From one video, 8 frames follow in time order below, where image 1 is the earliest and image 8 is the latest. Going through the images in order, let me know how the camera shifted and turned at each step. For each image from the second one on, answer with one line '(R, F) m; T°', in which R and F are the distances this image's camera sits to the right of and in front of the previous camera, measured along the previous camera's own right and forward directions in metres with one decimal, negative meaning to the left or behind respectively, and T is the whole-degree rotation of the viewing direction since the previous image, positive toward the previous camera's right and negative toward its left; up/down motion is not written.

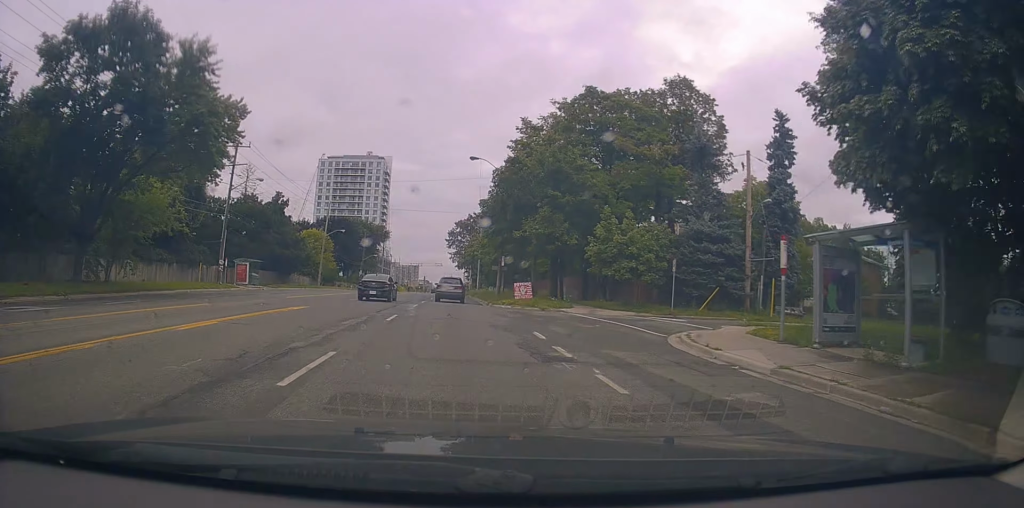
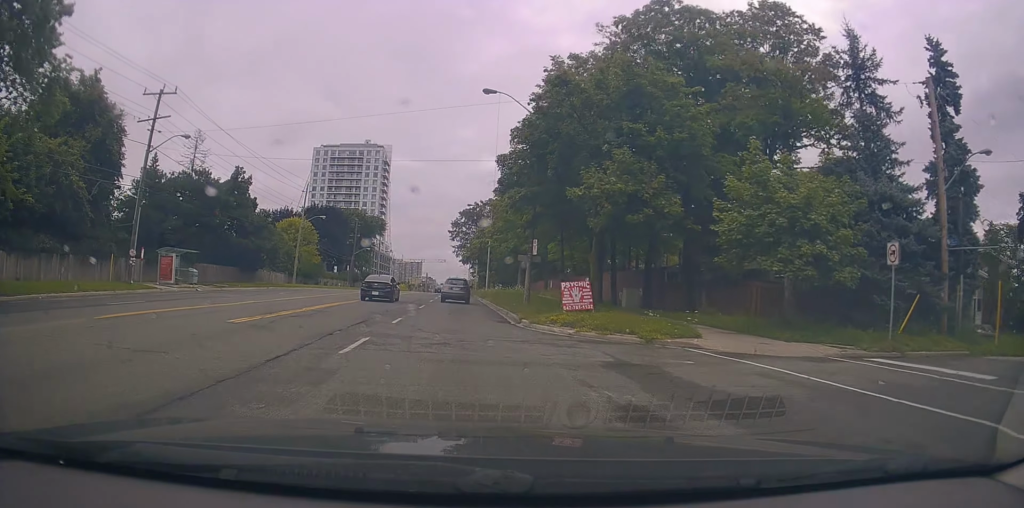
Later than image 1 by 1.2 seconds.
(-0.1, +15.2) m; -1°
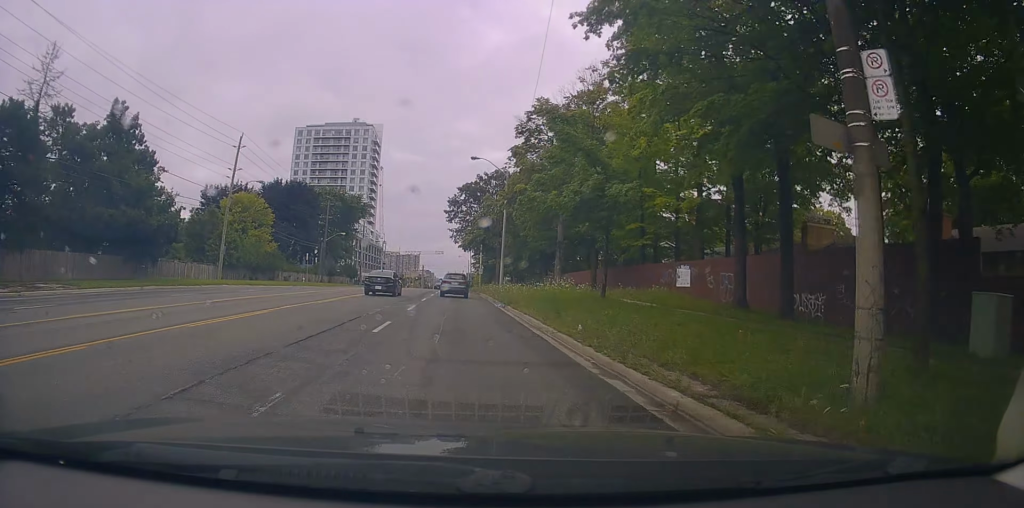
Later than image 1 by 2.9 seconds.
(0.0, +23.5) m; 0°
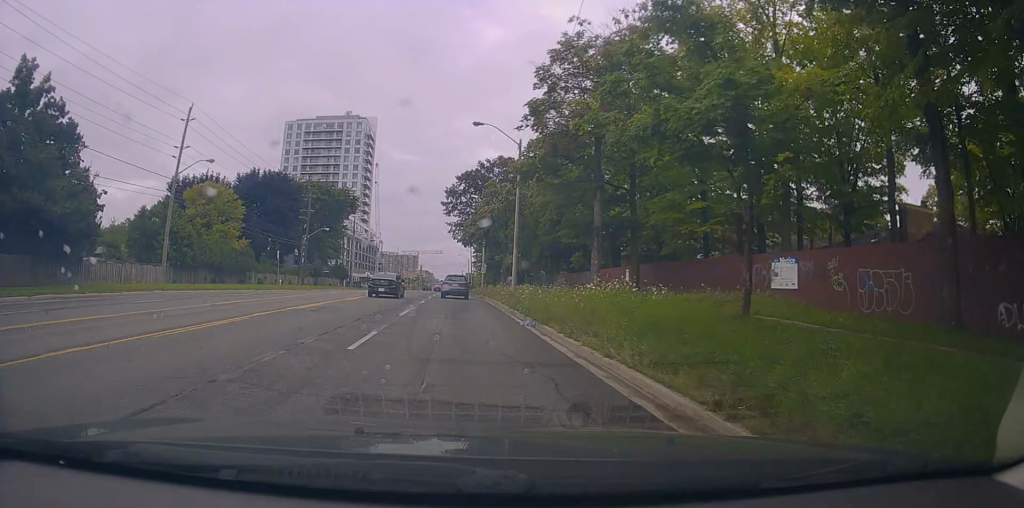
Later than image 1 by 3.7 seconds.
(0.0, +12.1) m; -1°
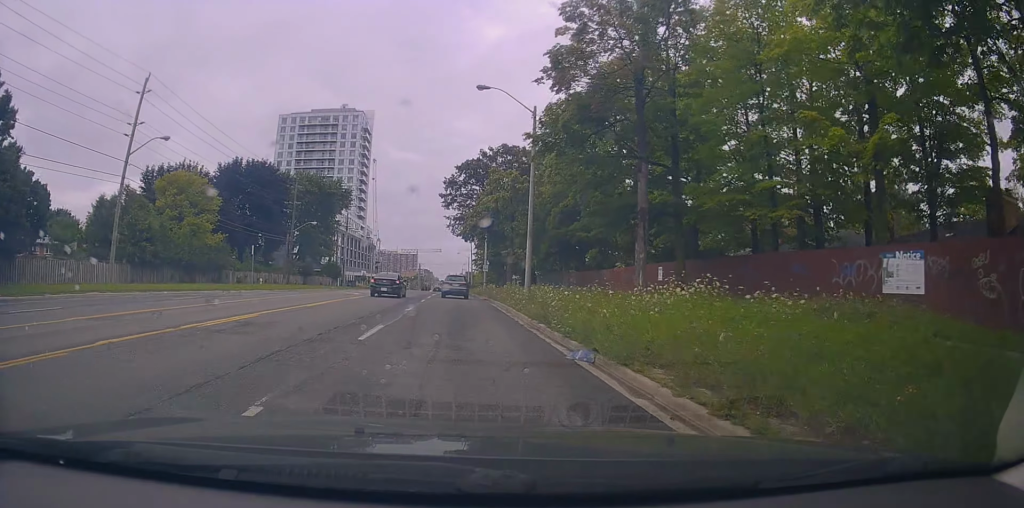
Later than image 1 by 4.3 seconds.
(-0.1, +7.7) m; -1°
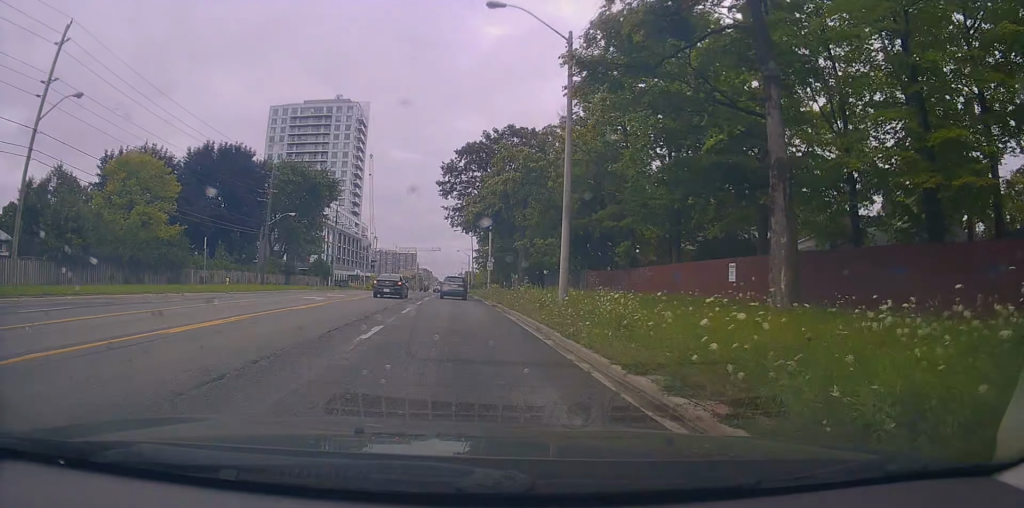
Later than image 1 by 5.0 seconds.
(-0.1, +10.4) m; 0°
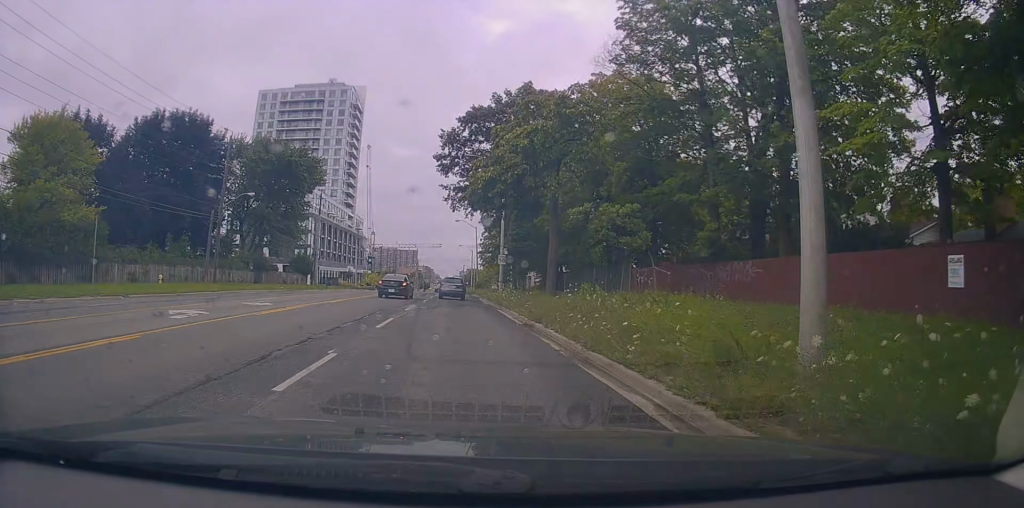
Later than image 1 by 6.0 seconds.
(+0.2, +14.4) m; +1°
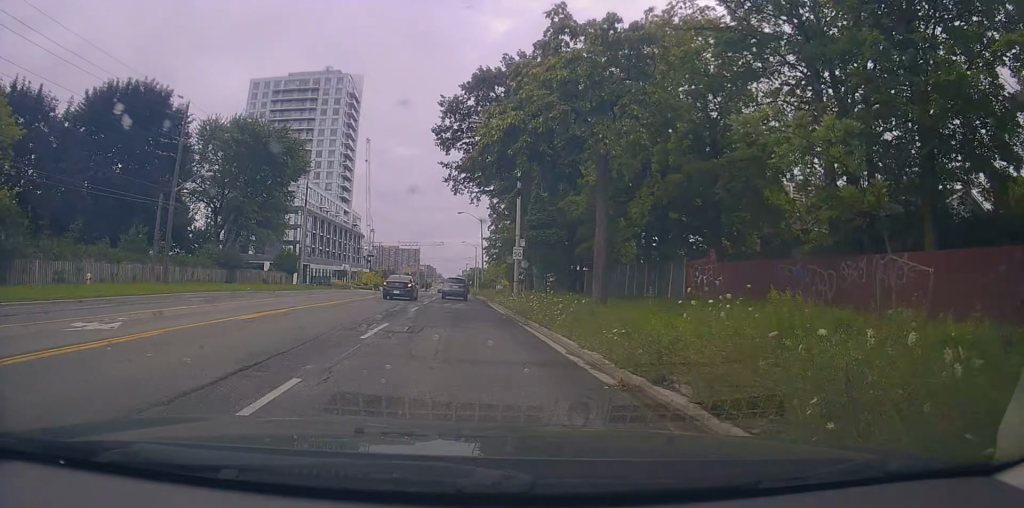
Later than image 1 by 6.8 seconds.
(+0.2, +10.1) m; 0°
